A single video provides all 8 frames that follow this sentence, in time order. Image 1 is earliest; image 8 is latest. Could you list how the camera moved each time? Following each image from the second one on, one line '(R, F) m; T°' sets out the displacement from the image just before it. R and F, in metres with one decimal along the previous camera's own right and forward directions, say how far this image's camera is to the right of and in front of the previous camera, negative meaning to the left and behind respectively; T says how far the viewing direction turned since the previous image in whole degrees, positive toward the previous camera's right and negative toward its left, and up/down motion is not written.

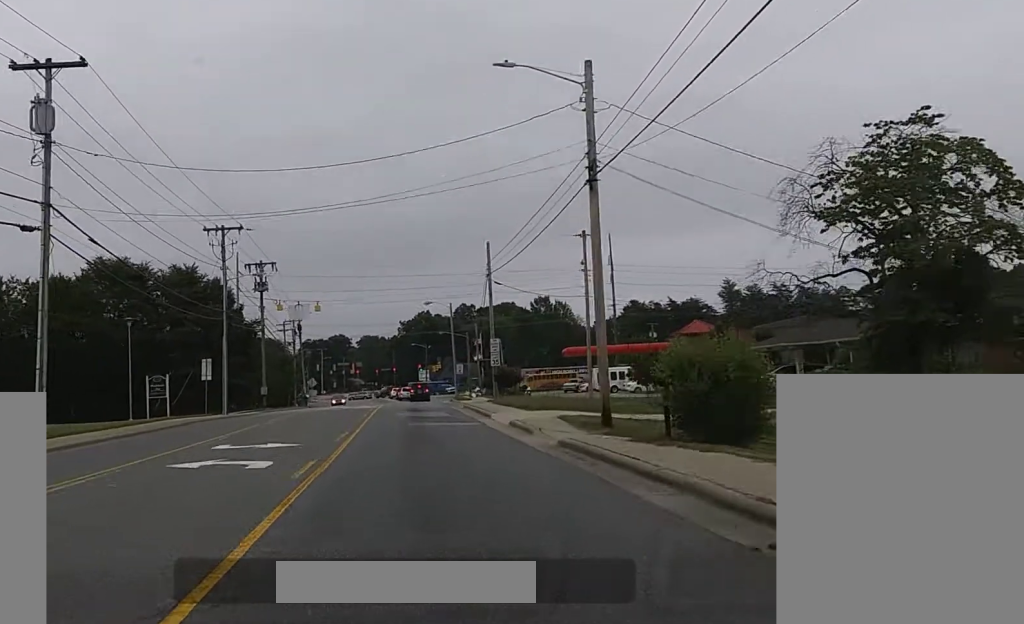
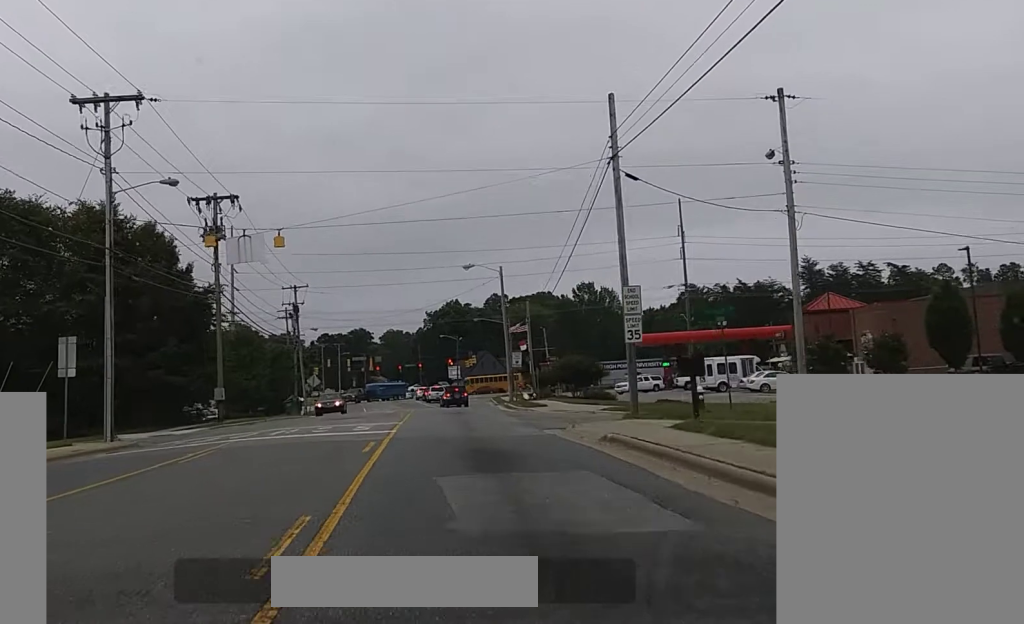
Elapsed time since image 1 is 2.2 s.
(+0.1, +31.6) m; +1°
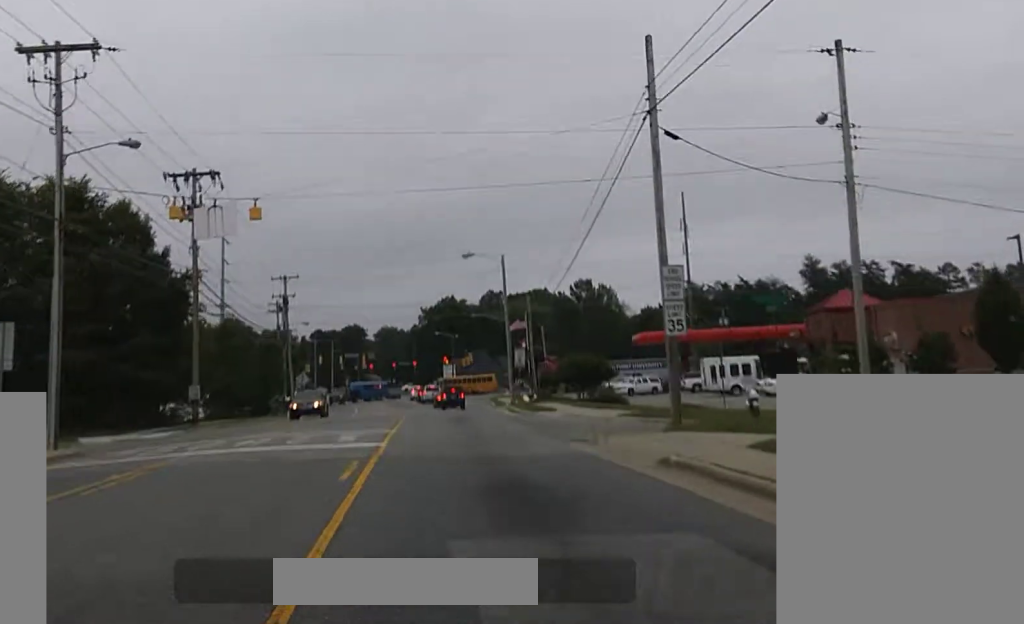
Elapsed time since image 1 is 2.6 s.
(0.0, +5.9) m; 0°
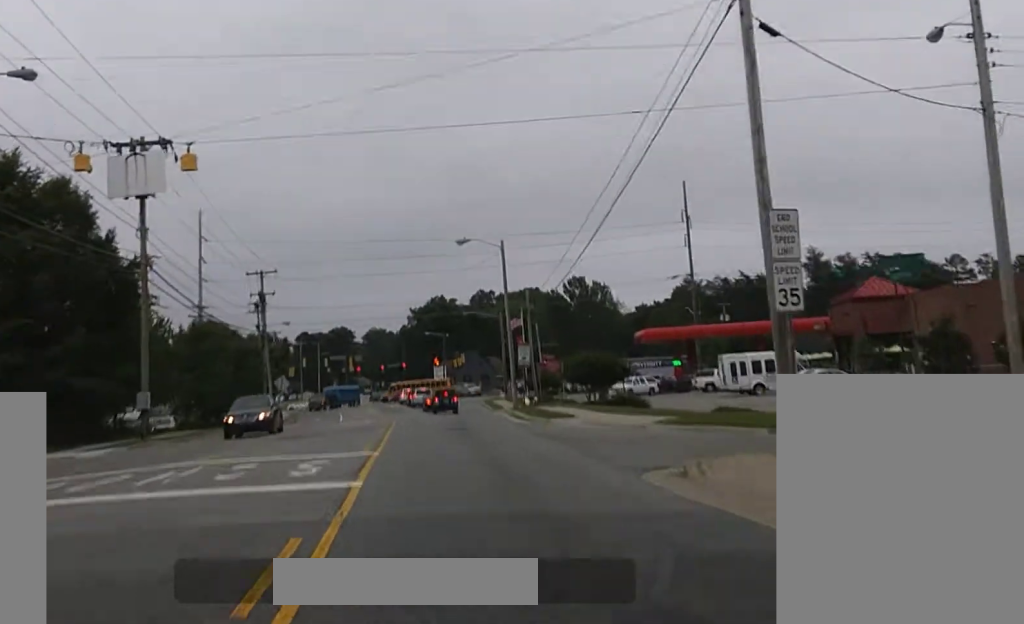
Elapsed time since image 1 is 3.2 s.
(+0.1, +8.4) m; 0°
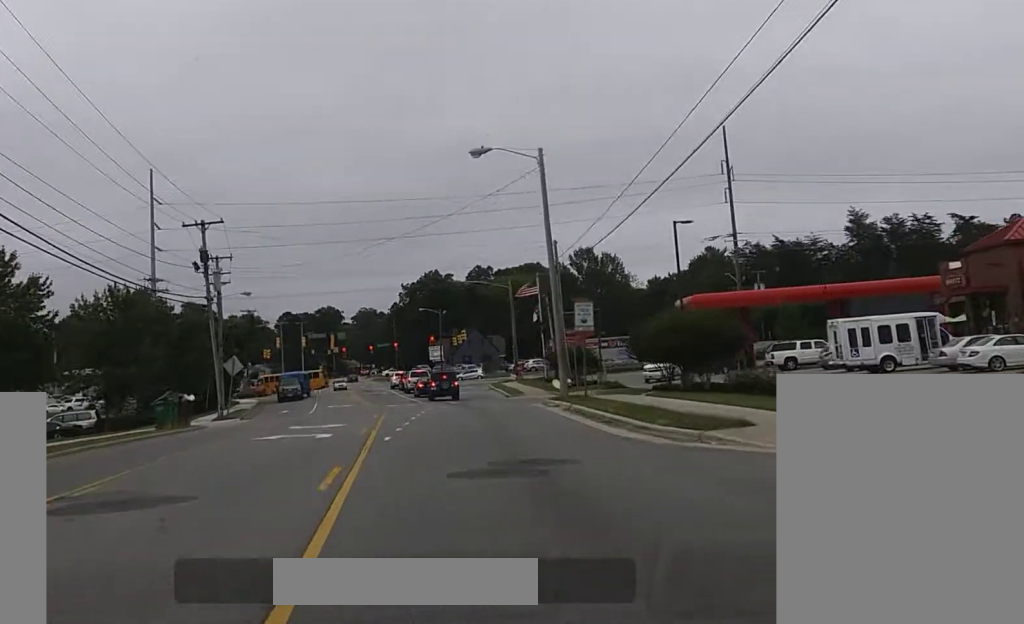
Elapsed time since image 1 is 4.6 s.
(+0.1, +20.4) m; 0°
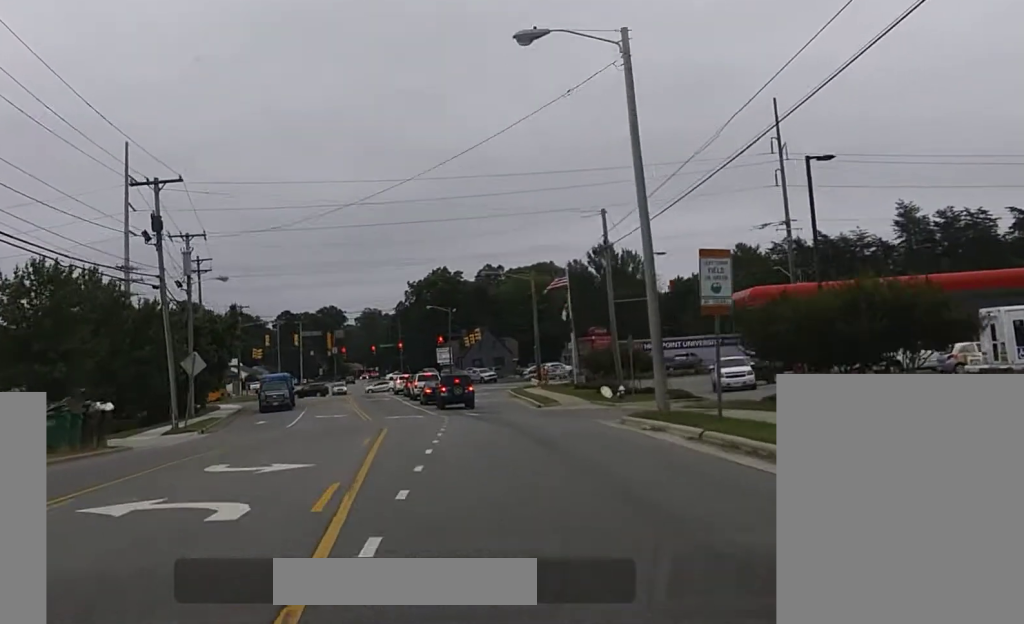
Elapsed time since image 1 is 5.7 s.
(0.0, +14.2) m; 0°
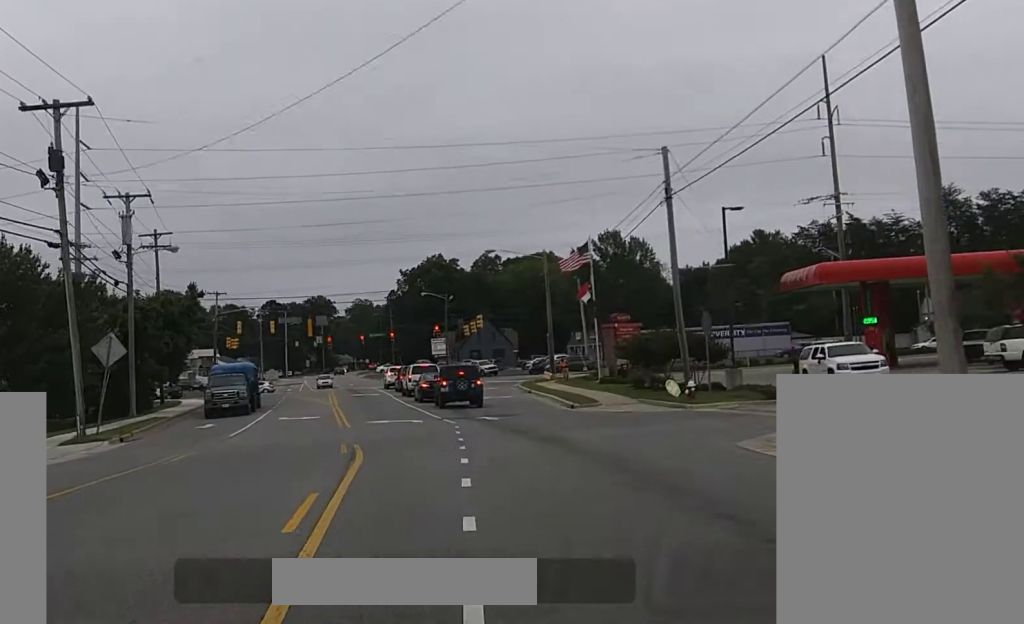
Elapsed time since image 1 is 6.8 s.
(0.0, +13.8) m; -1°
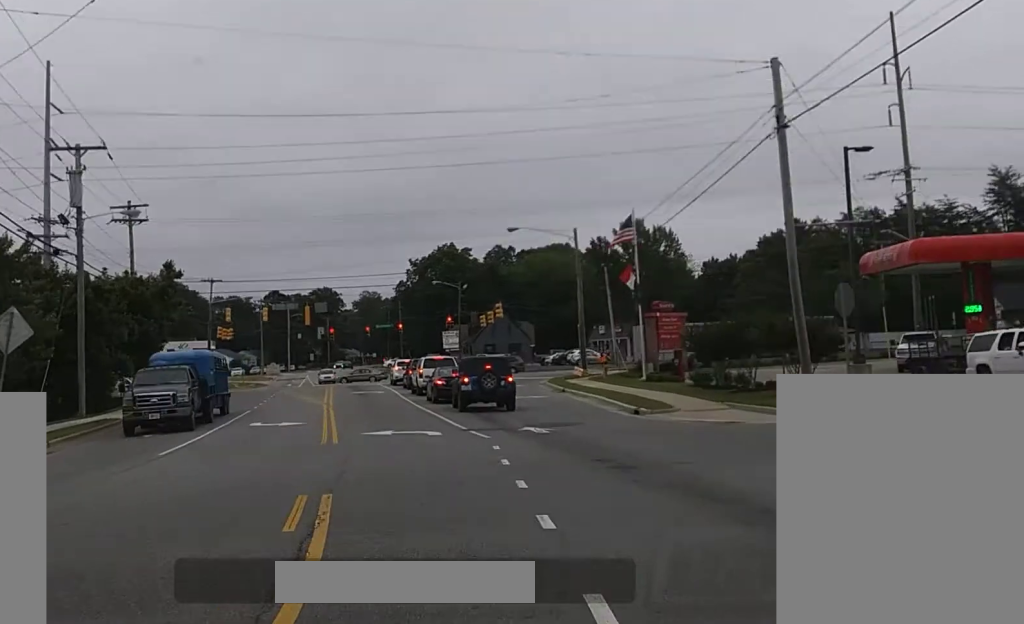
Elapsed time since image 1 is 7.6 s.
(-0.1, +10.5) m; -1°
